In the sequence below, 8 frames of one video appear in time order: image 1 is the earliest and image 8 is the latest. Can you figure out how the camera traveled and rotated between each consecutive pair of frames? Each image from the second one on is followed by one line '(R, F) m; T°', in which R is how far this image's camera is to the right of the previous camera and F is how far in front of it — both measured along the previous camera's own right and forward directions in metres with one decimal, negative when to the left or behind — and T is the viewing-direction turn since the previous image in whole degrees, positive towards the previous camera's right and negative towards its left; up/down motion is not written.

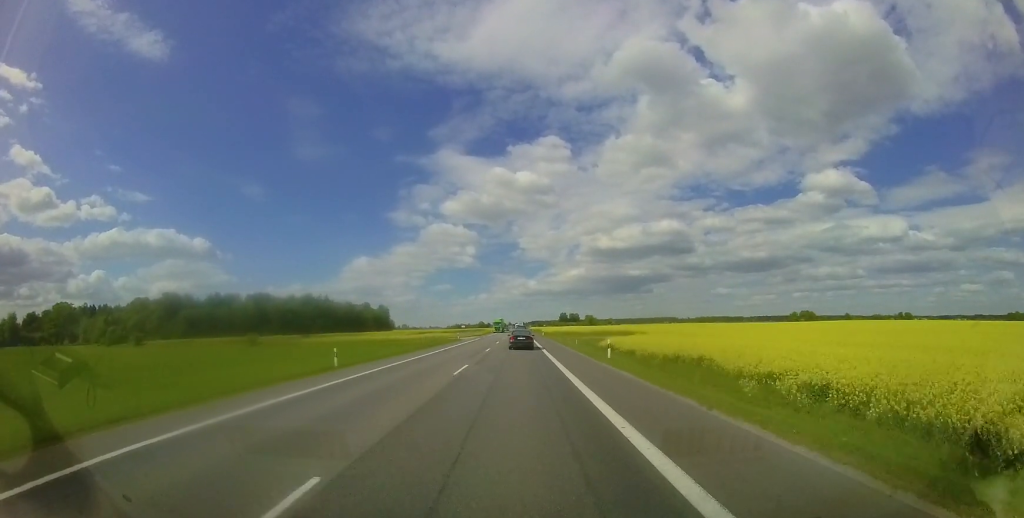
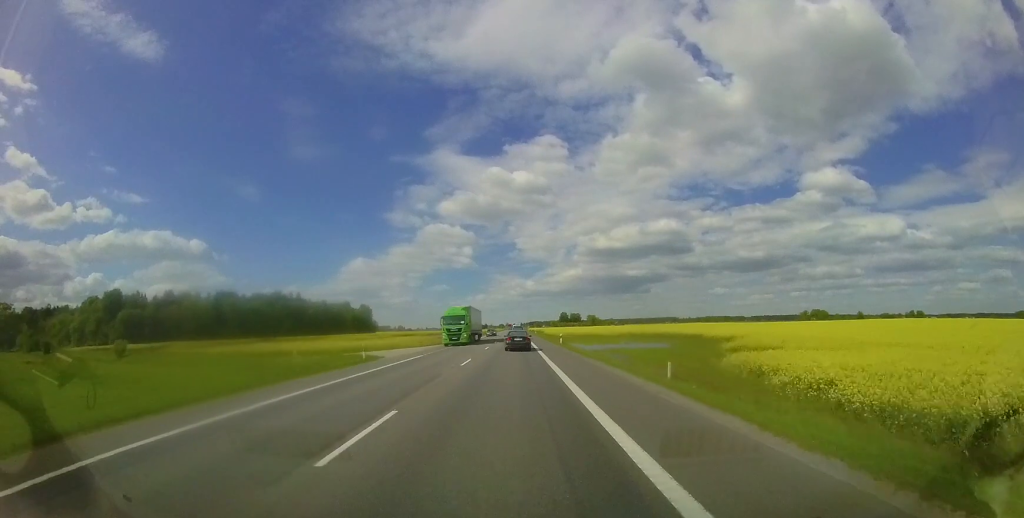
(-0.2, +32.0) m; -1°
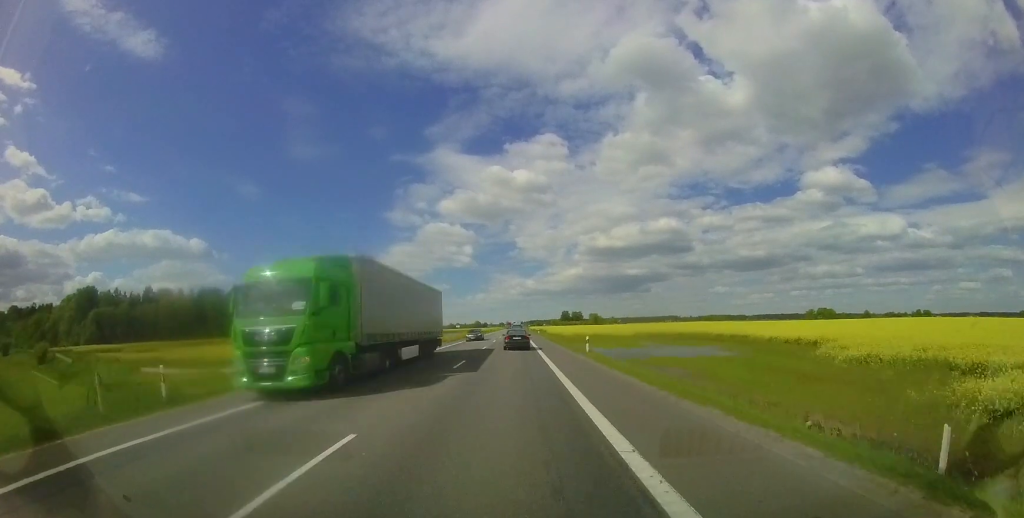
(-0.1, +12.9) m; 0°
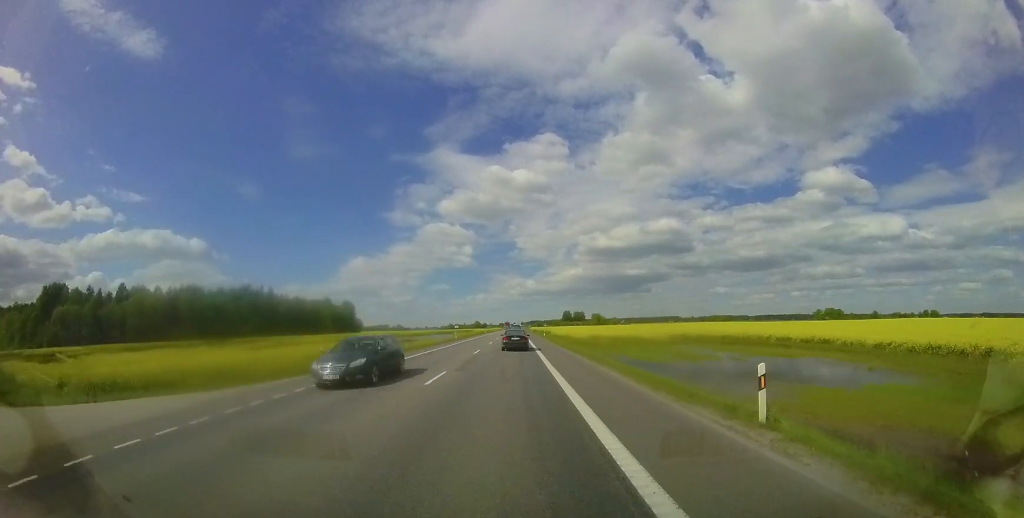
(+0.2, +15.7) m; +1°
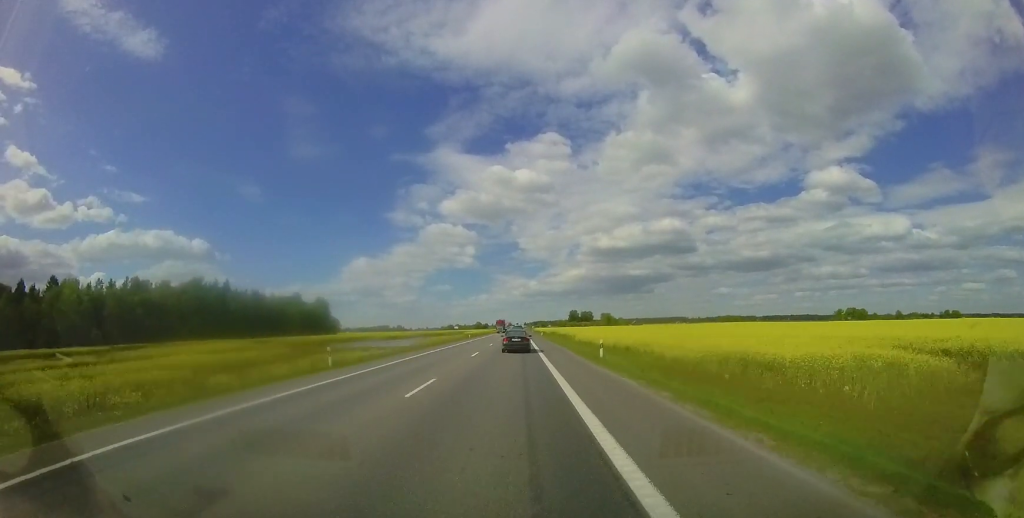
(+0.9, +36.6) m; +3°
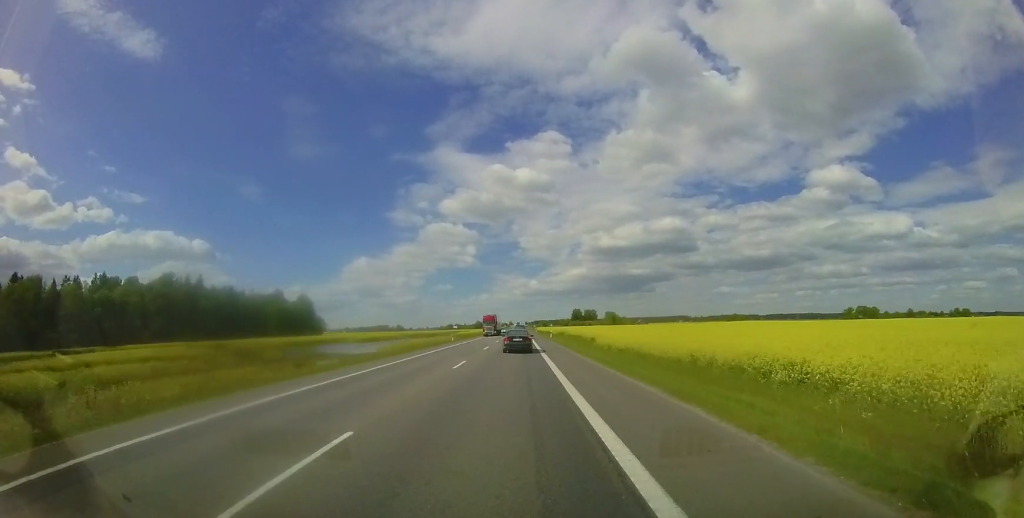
(+0.3, +17.3) m; 0°
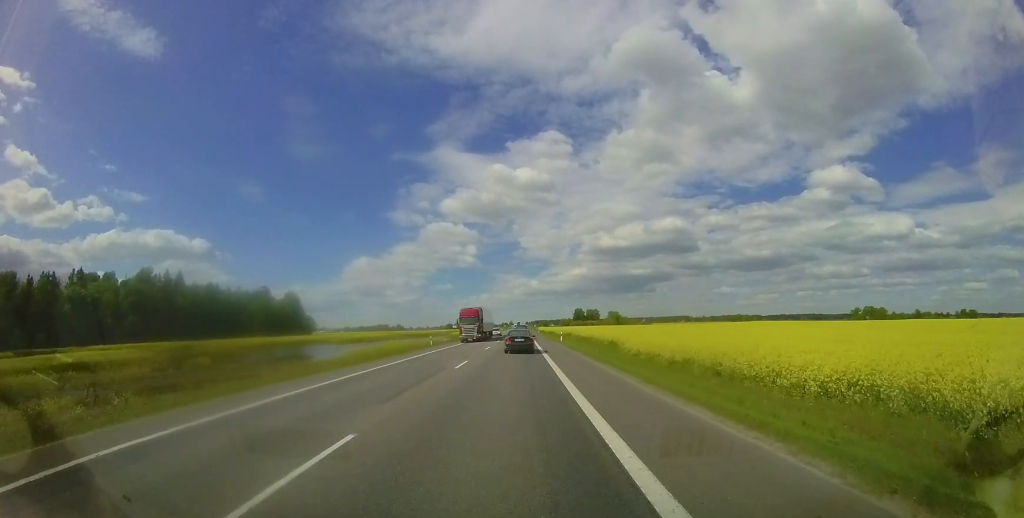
(-0.2, +11.8) m; -2°
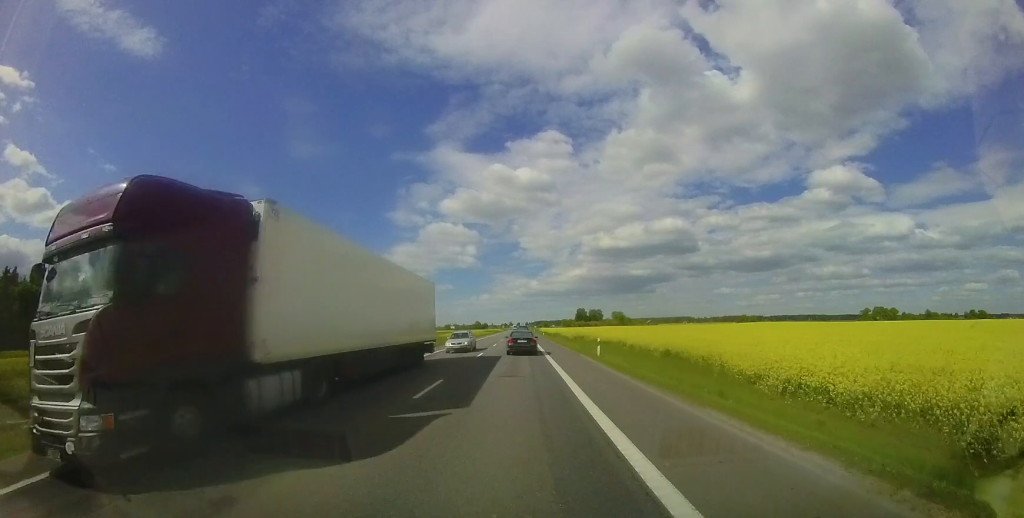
(-0.4, +17.3) m; -1°
